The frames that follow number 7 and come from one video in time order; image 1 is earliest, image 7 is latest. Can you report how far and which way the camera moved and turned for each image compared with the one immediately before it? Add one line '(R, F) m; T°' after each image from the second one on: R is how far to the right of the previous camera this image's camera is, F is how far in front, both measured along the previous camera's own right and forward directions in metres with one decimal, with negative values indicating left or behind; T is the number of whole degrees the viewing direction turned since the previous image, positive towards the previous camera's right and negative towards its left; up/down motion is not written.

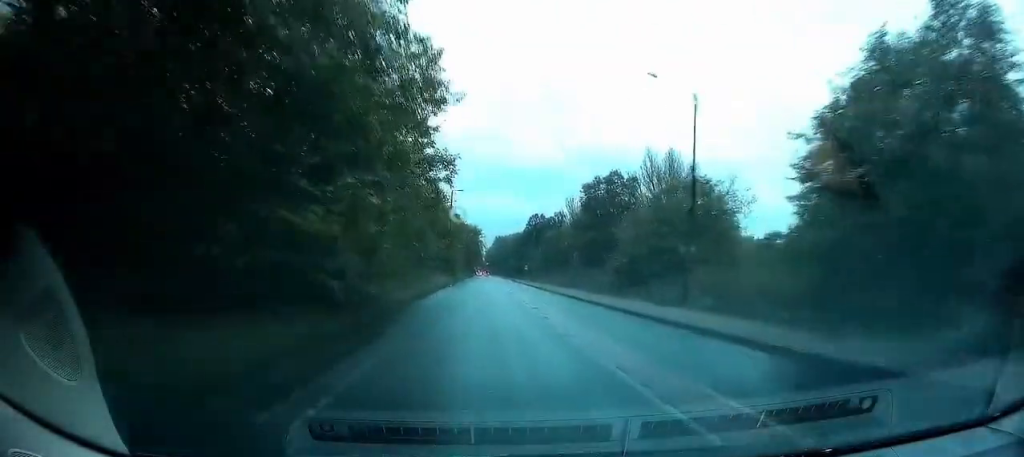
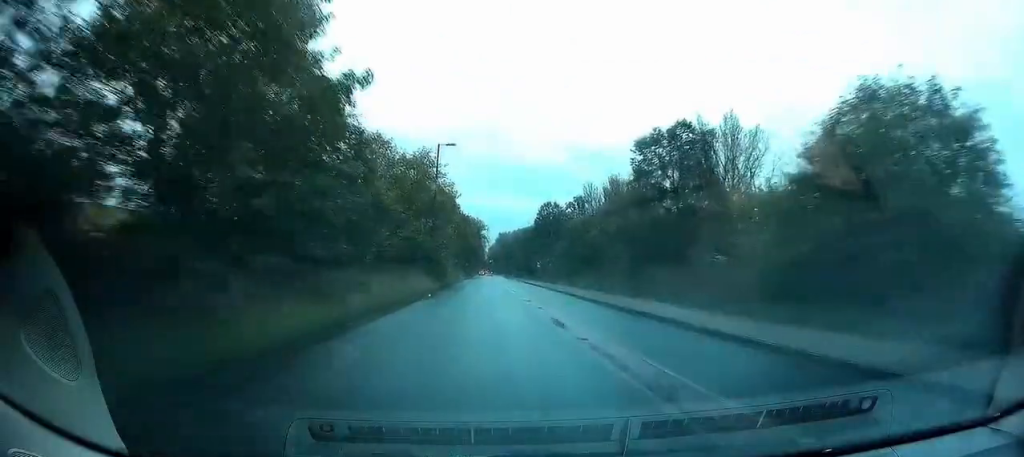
(+0.1, +22.4) m; 0°
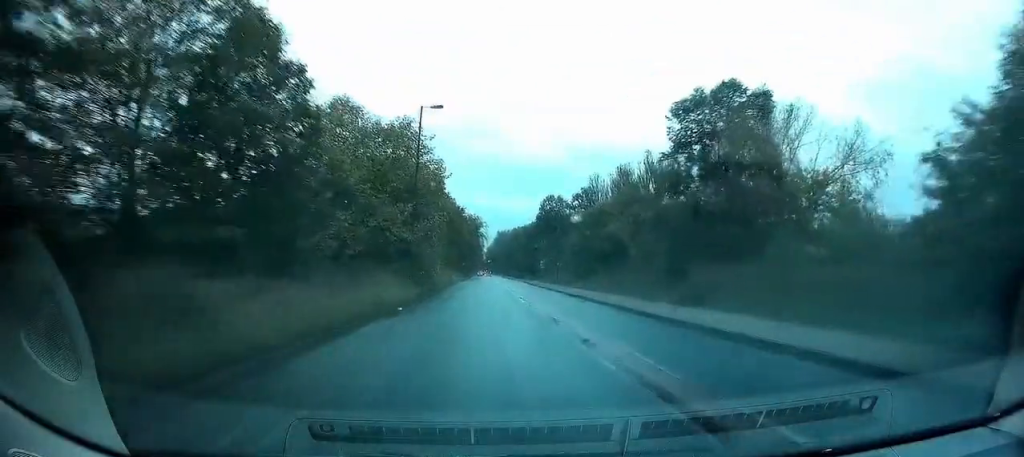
(0.0, +9.8) m; -1°
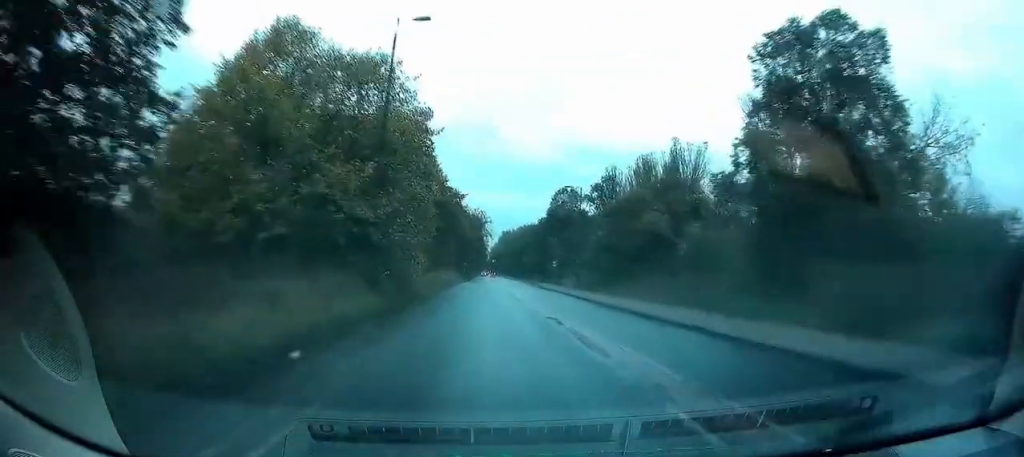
(-0.1, +11.4) m; -2°
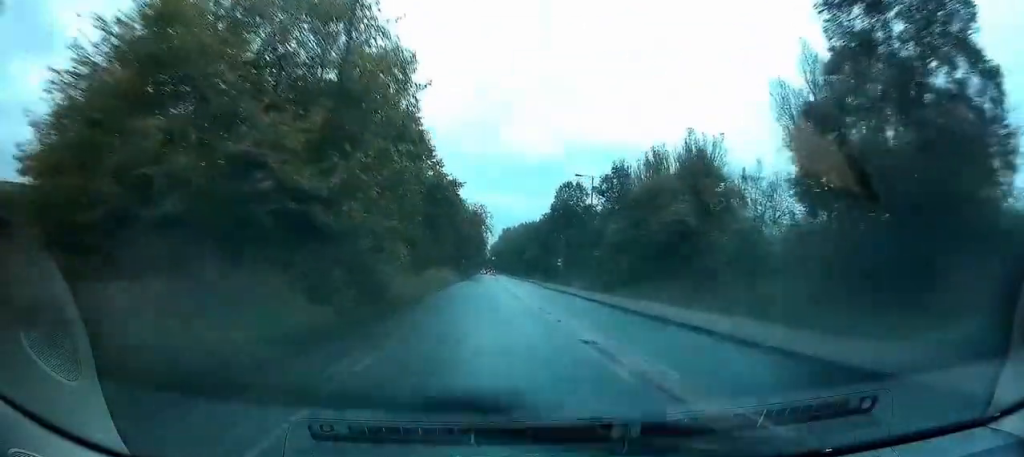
(-0.2, +5.9) m; 0°
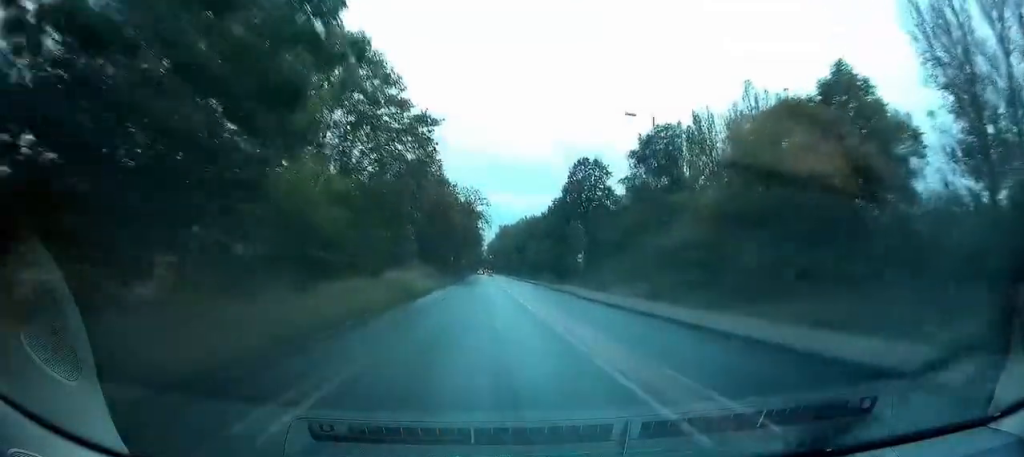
(+0.3, +19.7) m; +2°
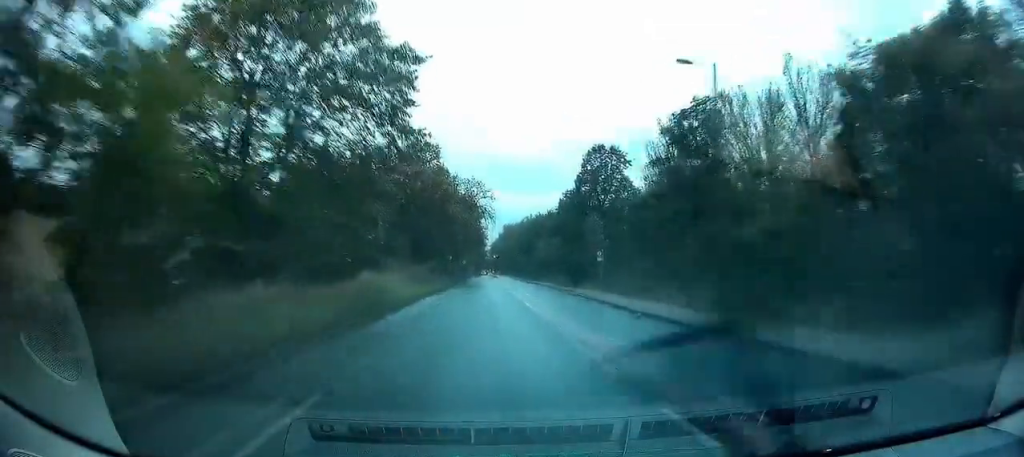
(0.0, +8.3) m; 0°
